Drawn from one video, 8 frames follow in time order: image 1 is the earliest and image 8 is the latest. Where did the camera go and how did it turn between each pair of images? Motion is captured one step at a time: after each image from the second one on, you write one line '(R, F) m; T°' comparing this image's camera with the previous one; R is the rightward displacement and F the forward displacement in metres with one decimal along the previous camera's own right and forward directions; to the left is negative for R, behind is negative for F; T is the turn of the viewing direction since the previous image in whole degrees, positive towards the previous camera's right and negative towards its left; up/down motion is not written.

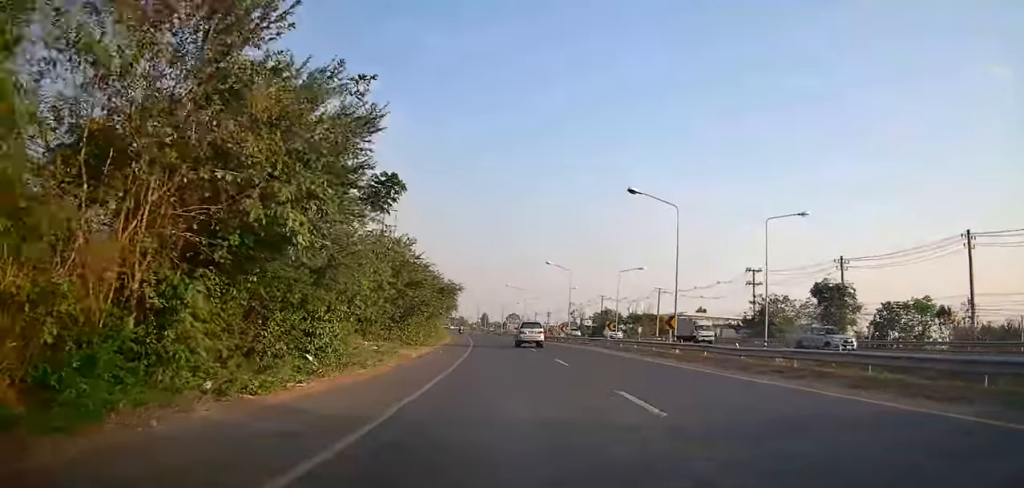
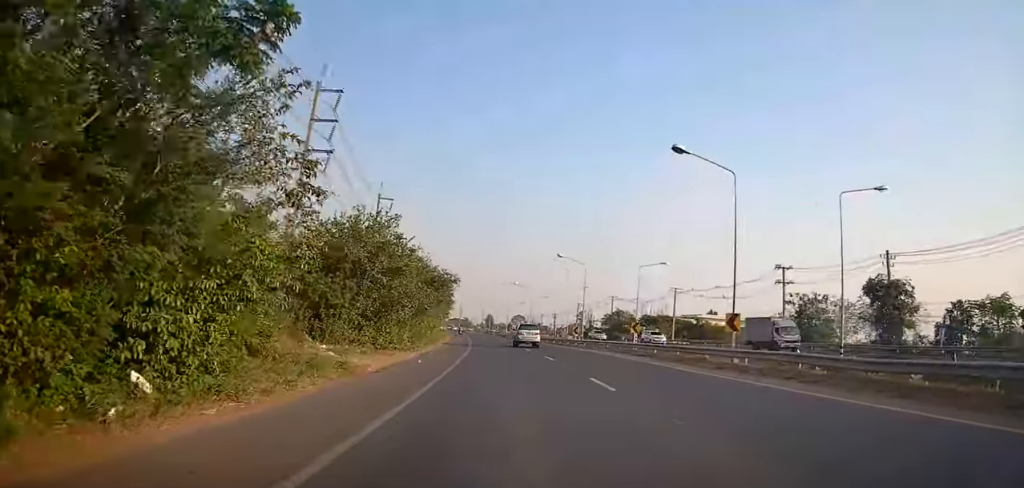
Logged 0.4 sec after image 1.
(+0.1, +8.3) m; 0°
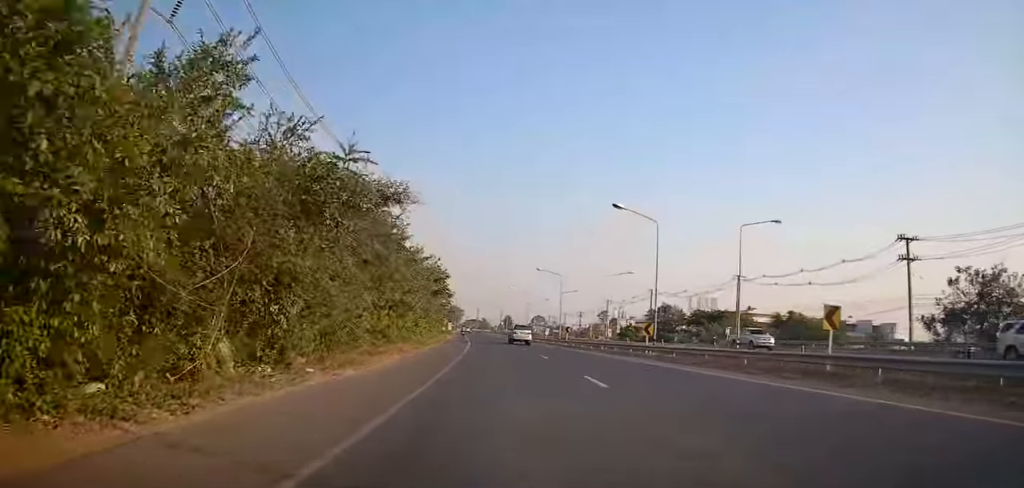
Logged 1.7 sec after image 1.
(-1.0, +23.8) m; -2°
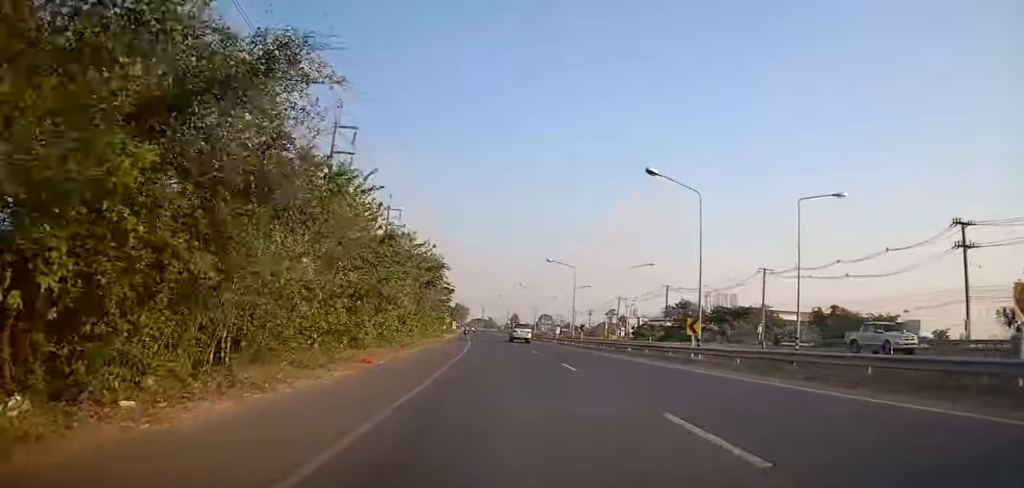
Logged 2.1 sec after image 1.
(0.0, +7.5) m; 0°
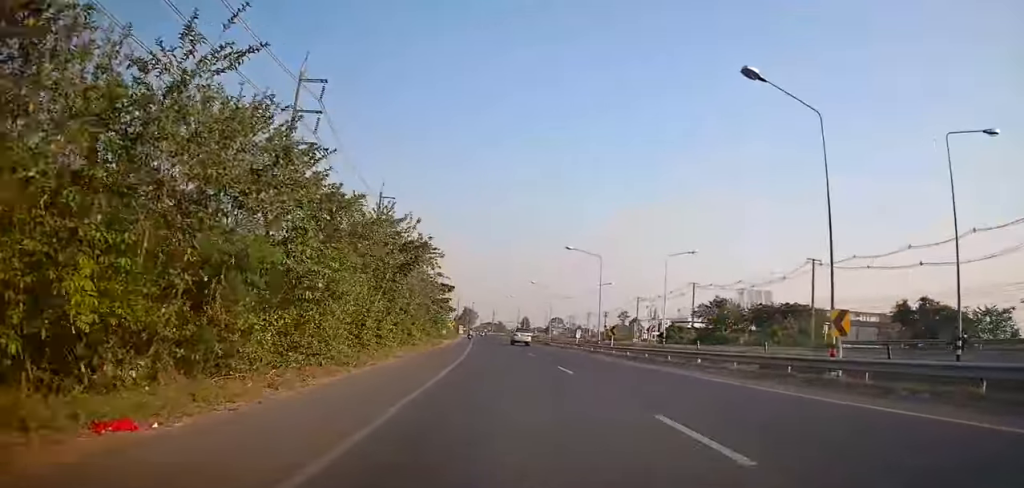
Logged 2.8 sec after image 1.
(0.0, +12.0) m; -1°
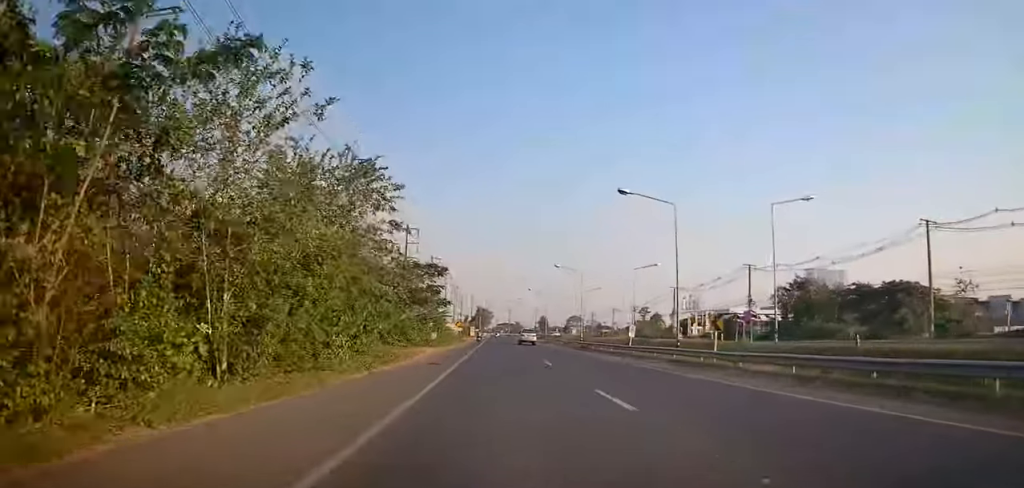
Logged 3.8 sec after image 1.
(-0.5, +20.4) m; -3°
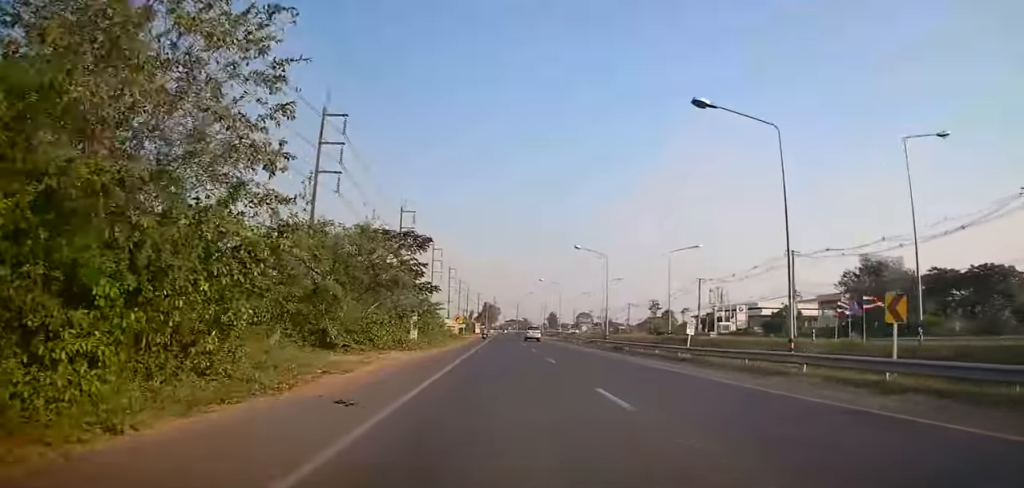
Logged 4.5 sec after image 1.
(-0.3, +12.5) m; -1°
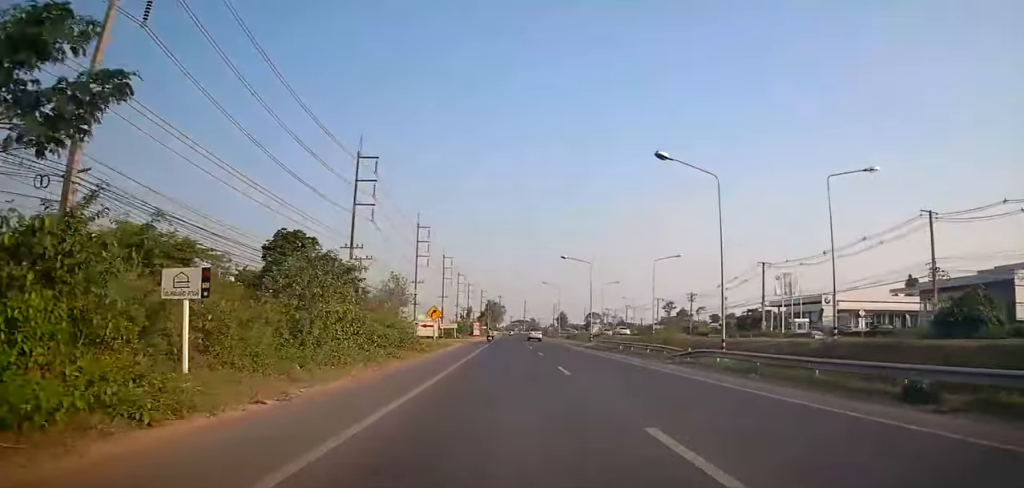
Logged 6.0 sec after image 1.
(0.0, +28.6) m; 0°
